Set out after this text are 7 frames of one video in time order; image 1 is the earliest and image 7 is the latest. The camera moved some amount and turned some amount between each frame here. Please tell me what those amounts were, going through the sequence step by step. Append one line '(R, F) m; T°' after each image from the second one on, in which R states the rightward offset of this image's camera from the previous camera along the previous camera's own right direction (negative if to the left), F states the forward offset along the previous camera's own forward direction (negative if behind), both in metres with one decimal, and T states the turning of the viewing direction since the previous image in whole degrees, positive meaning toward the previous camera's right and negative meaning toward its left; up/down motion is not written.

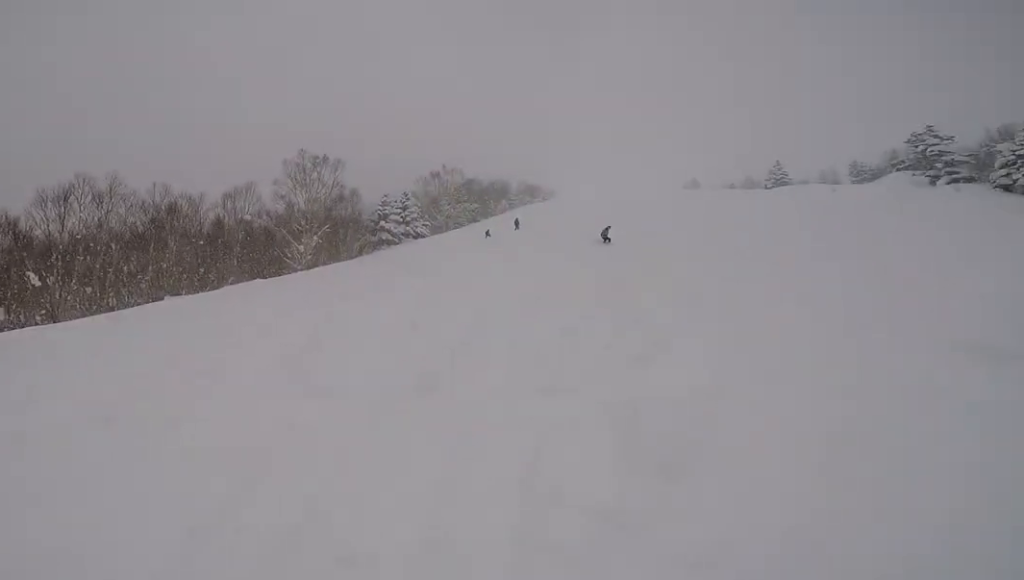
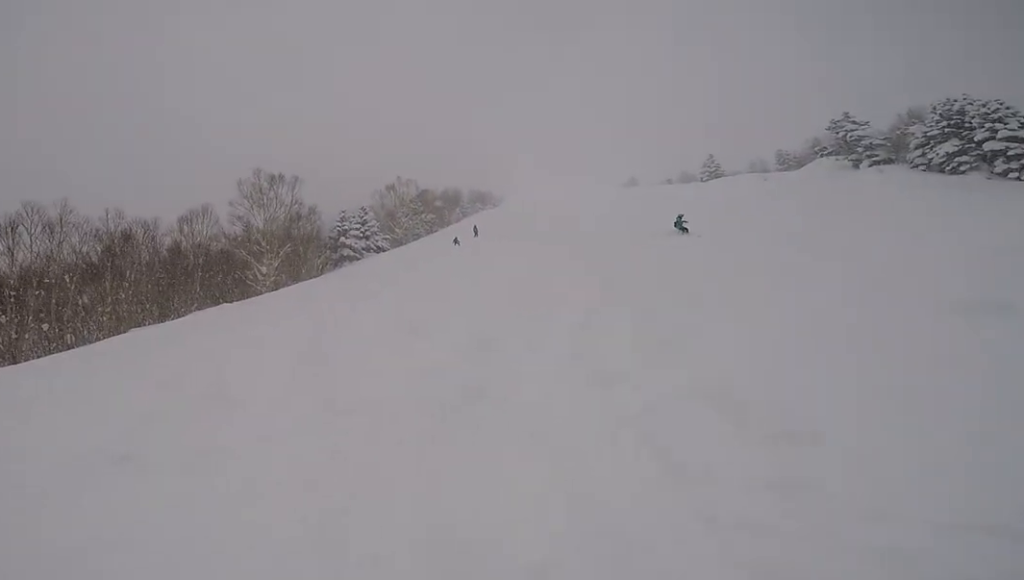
(0.0, +1.6) m; -1°
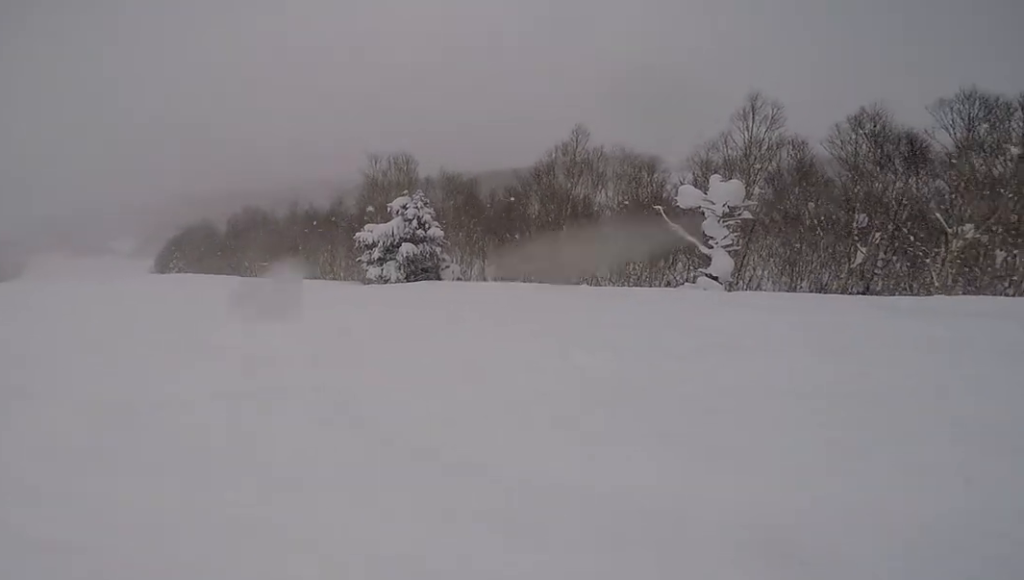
(-1.4, +4.6) m; -51°
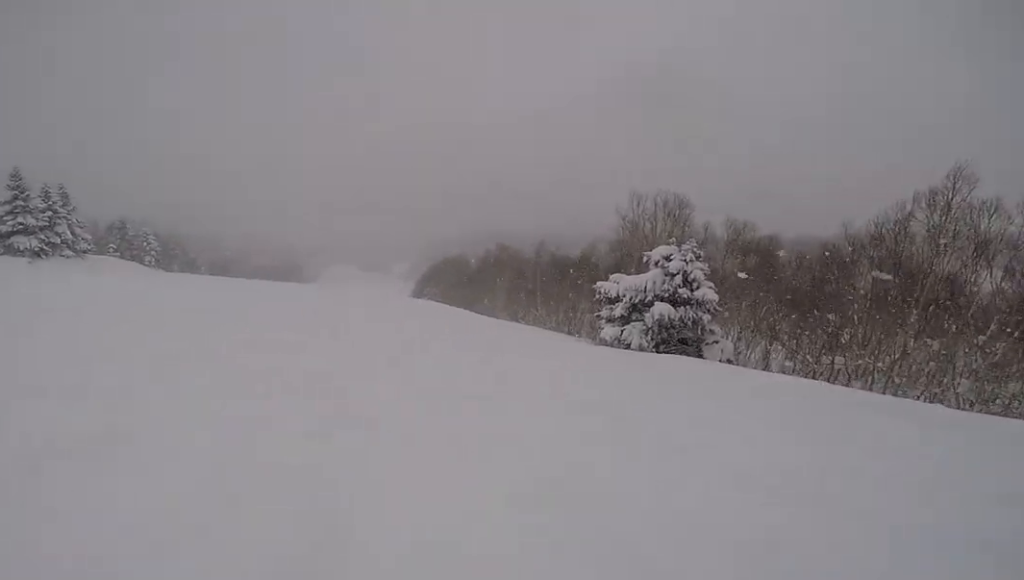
(-0.9, +3.0) m; -29°
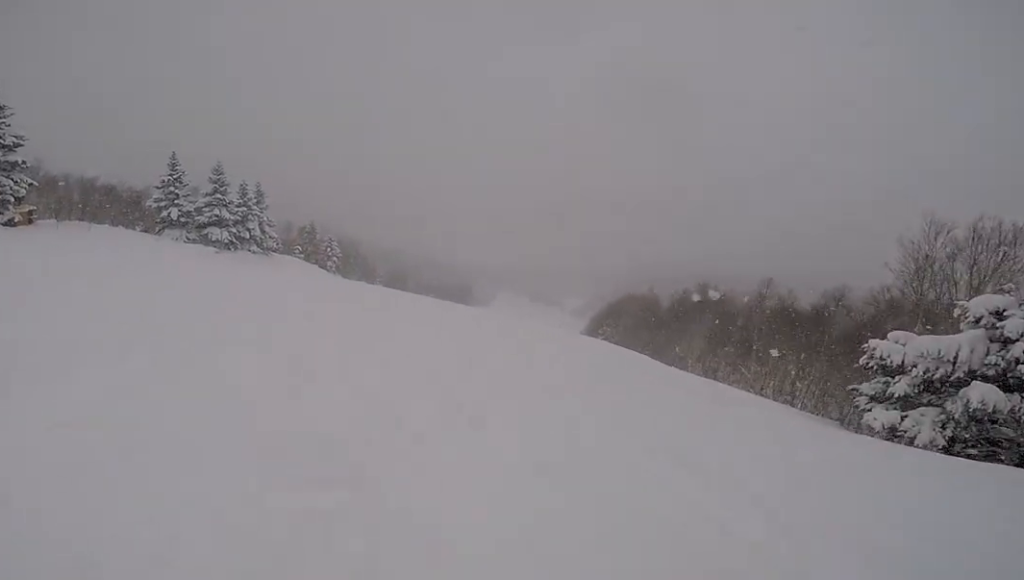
(-0.6, +3.7) m; -16°
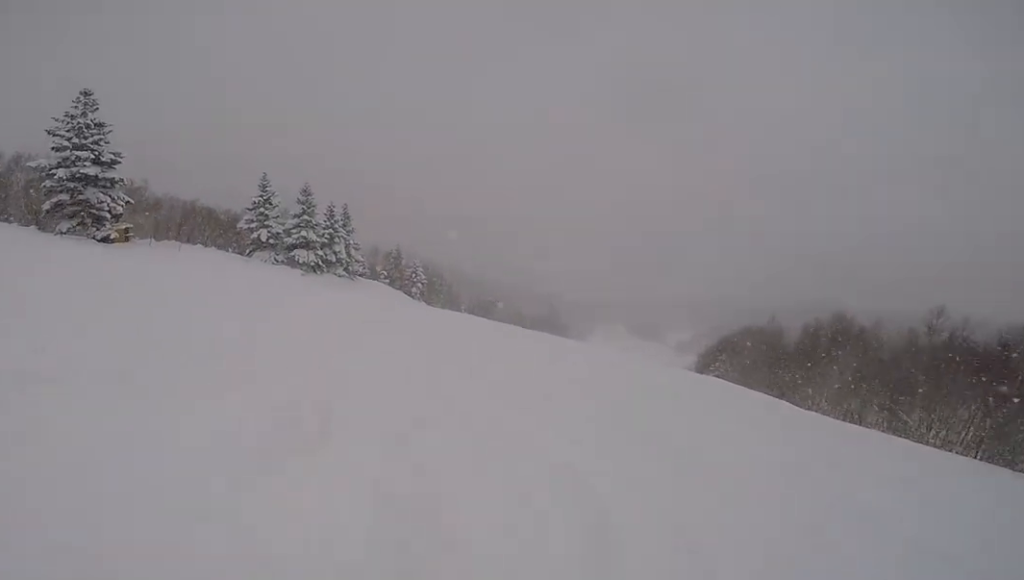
(-0.1, +2.2) m; -11°
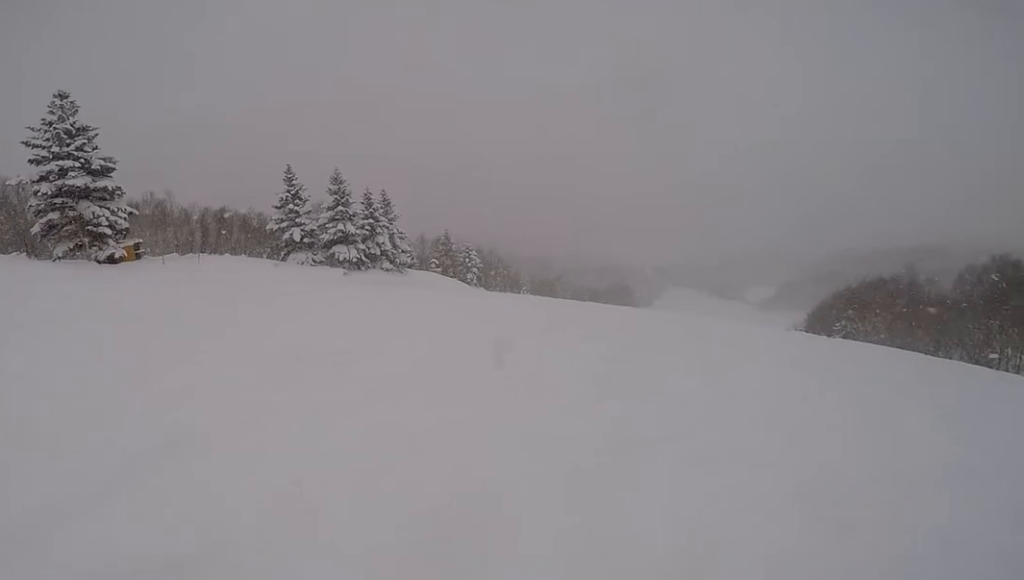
(-1.6, +6.2) m; -21°
